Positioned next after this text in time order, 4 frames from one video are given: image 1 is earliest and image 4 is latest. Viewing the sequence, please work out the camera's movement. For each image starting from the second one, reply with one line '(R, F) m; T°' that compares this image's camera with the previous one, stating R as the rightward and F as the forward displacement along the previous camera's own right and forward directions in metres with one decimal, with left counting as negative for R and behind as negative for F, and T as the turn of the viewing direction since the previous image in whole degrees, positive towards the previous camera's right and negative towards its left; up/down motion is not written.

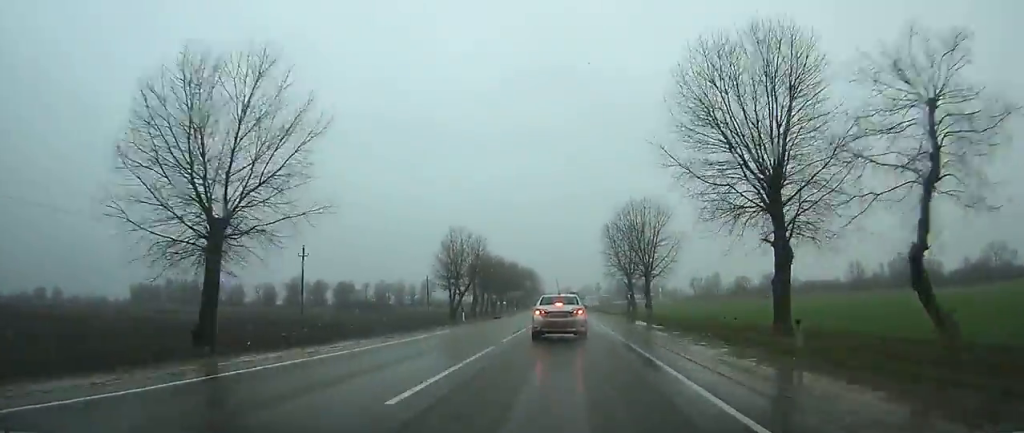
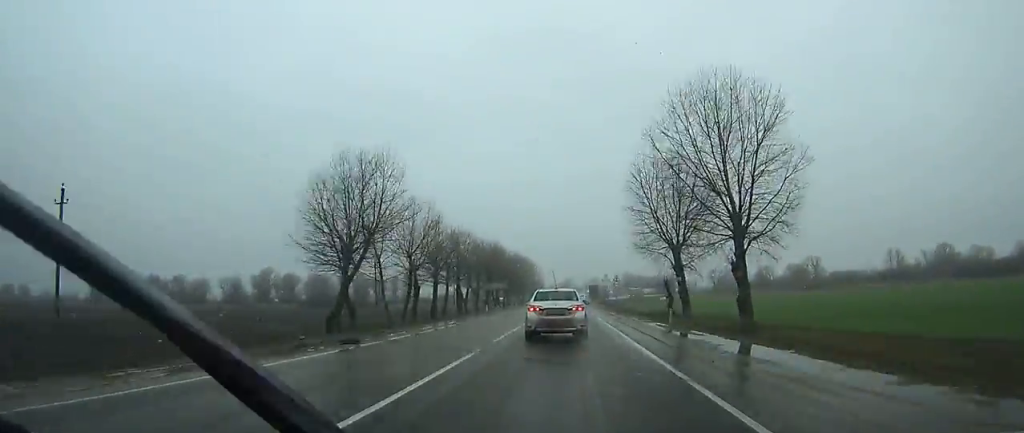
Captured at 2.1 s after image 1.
(-0.1, +35.2) m; 0°
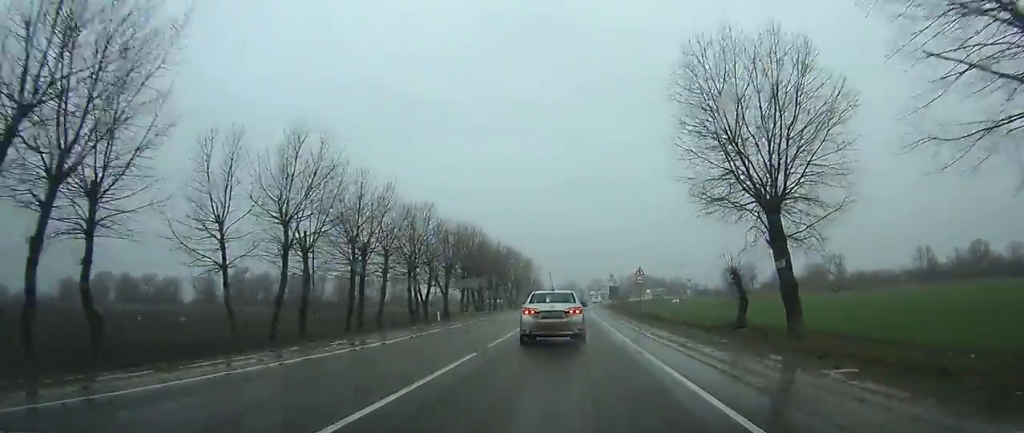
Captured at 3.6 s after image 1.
(0.0, +23.2) m; 0°
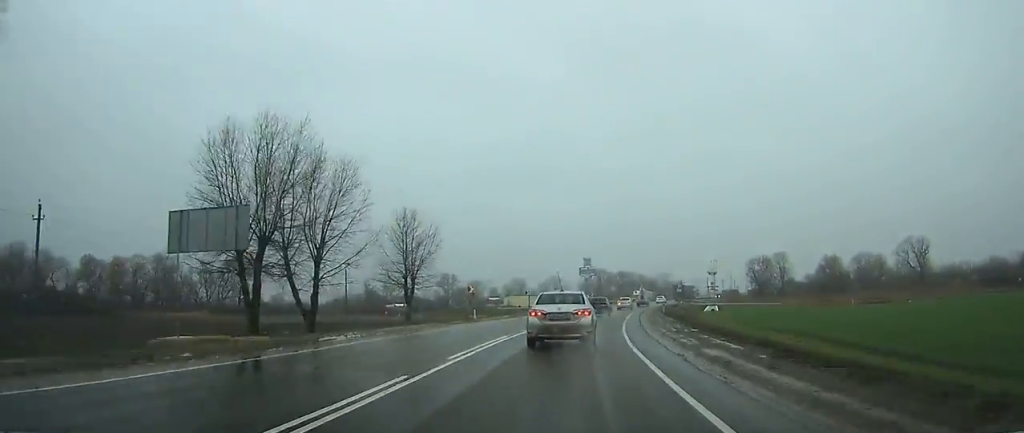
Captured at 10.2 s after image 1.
(+3.2, +96.8) m; +7°
